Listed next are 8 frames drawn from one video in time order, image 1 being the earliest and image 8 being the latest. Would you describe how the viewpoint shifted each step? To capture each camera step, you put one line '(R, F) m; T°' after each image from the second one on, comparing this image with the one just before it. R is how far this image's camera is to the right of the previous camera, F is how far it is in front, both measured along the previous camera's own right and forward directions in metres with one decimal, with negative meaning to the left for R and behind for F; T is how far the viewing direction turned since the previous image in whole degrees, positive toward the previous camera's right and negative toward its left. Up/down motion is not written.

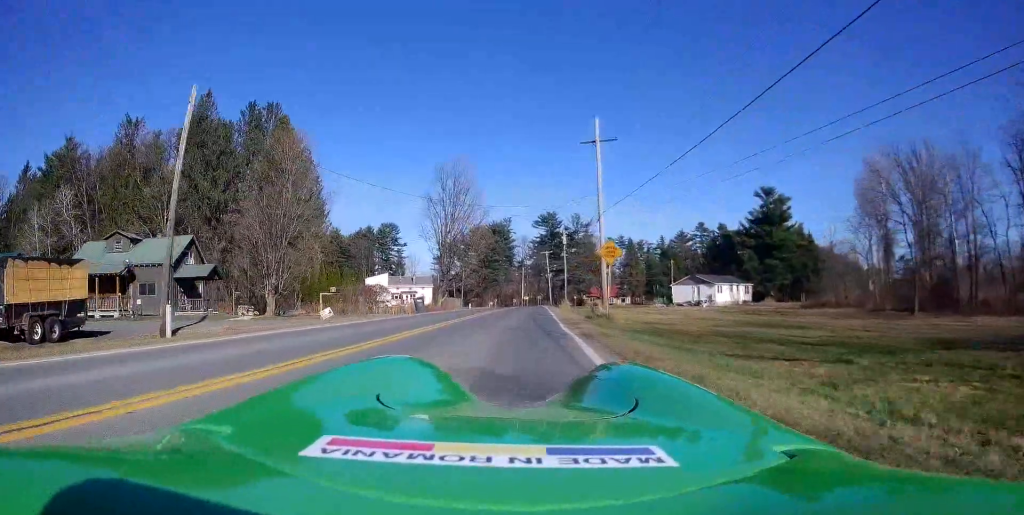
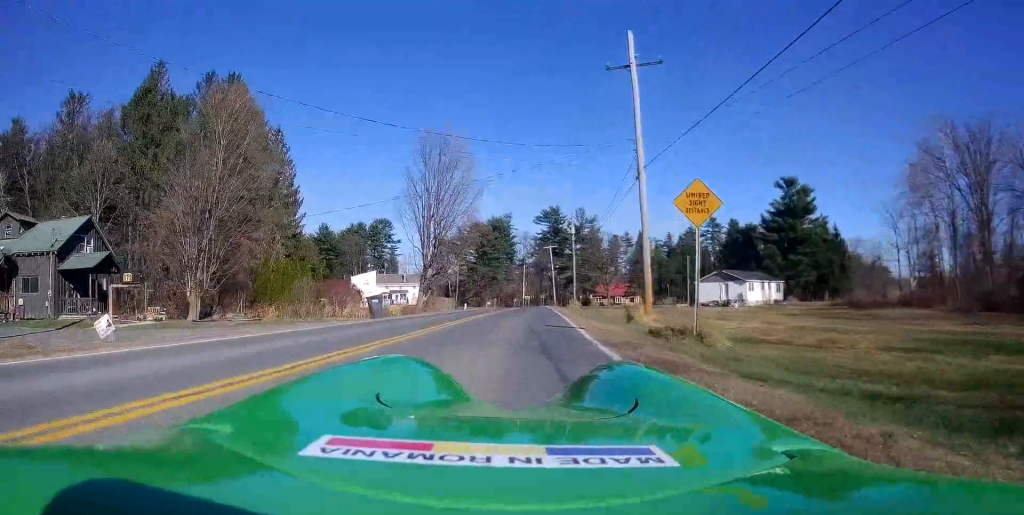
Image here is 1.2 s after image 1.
(0.0, +12.3) m; 0°
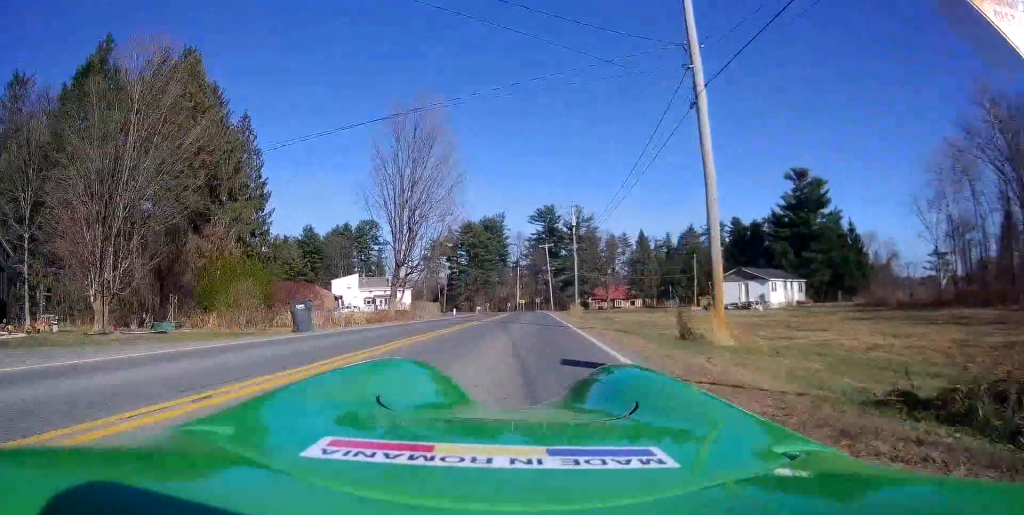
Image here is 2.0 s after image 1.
(0.0, +9.2) m; 0°
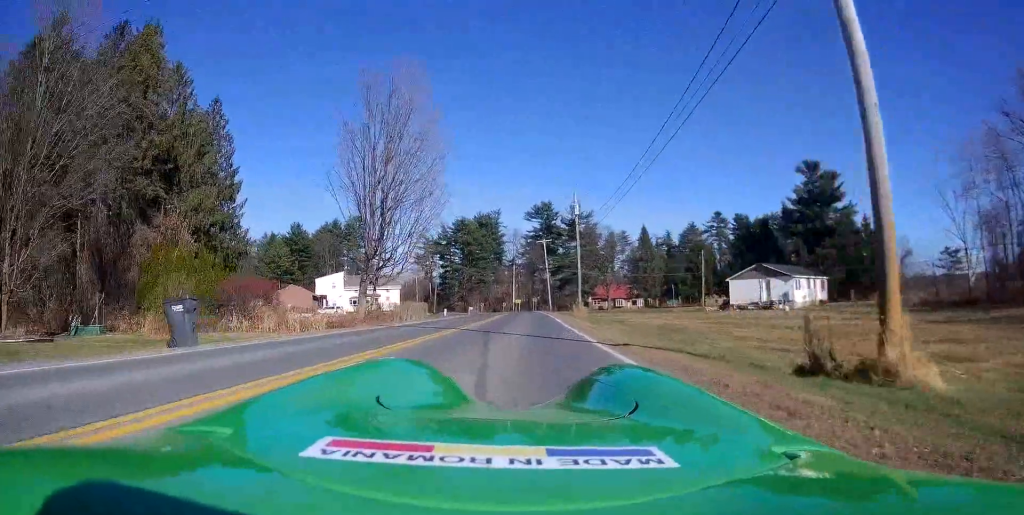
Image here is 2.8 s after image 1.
(0.0, +7.5) m; 0°
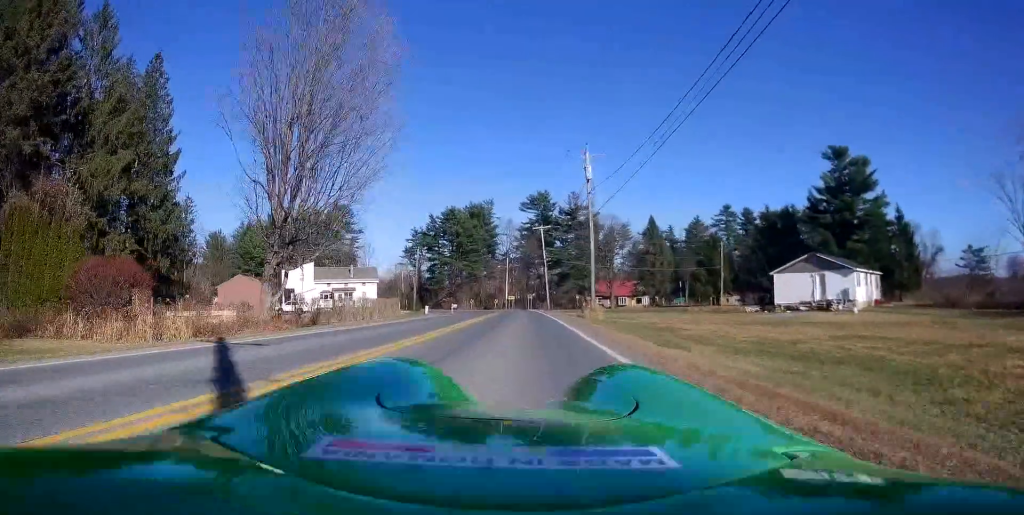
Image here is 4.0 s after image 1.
(-0.2, +13.1) m; +1°
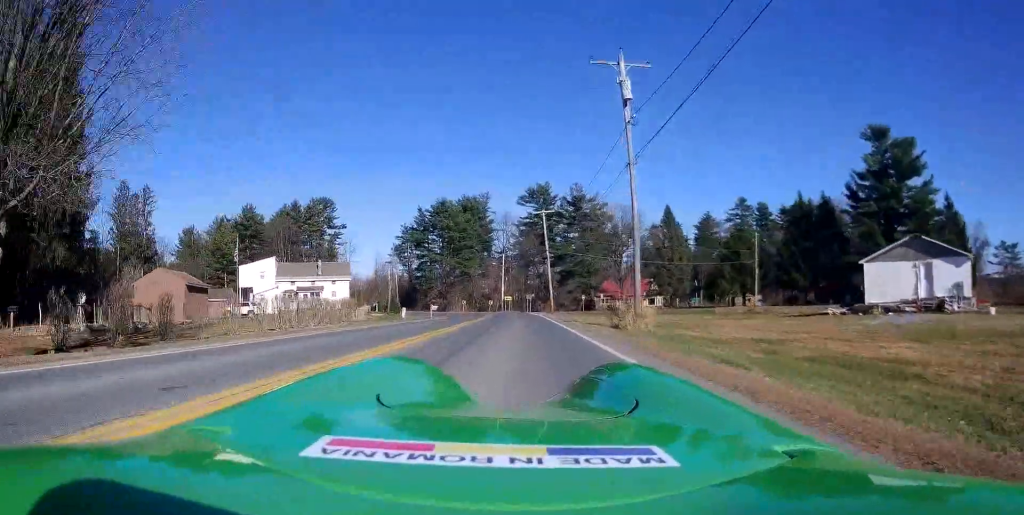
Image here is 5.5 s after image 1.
(+1.0, +15.0) m; +3°
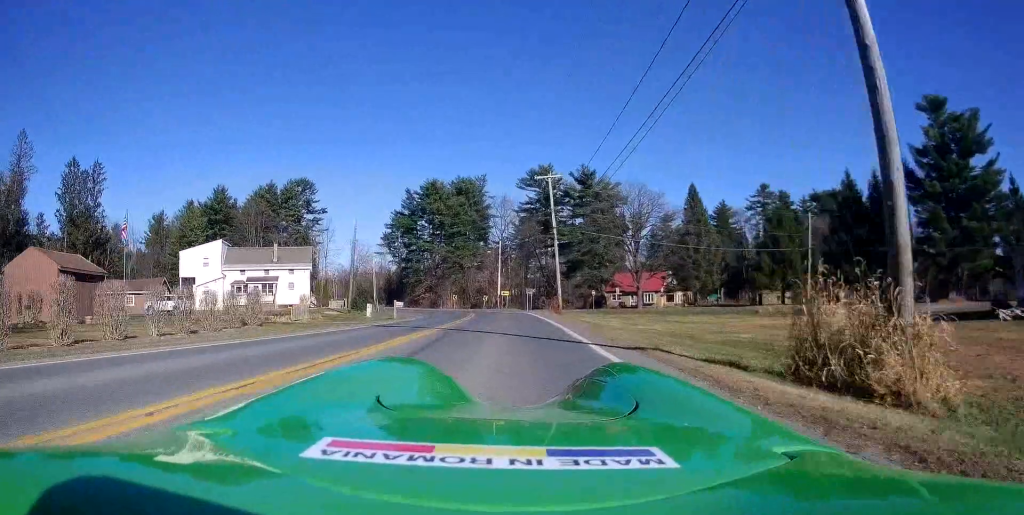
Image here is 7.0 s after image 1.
(-1.6, +15.8) m; -8°
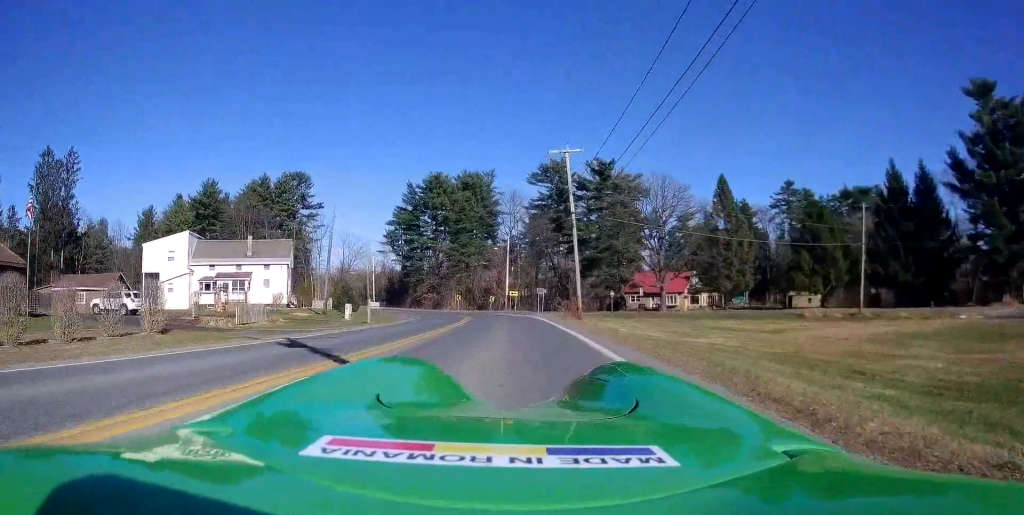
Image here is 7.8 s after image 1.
(-0.2, +9.3) m; 0°
